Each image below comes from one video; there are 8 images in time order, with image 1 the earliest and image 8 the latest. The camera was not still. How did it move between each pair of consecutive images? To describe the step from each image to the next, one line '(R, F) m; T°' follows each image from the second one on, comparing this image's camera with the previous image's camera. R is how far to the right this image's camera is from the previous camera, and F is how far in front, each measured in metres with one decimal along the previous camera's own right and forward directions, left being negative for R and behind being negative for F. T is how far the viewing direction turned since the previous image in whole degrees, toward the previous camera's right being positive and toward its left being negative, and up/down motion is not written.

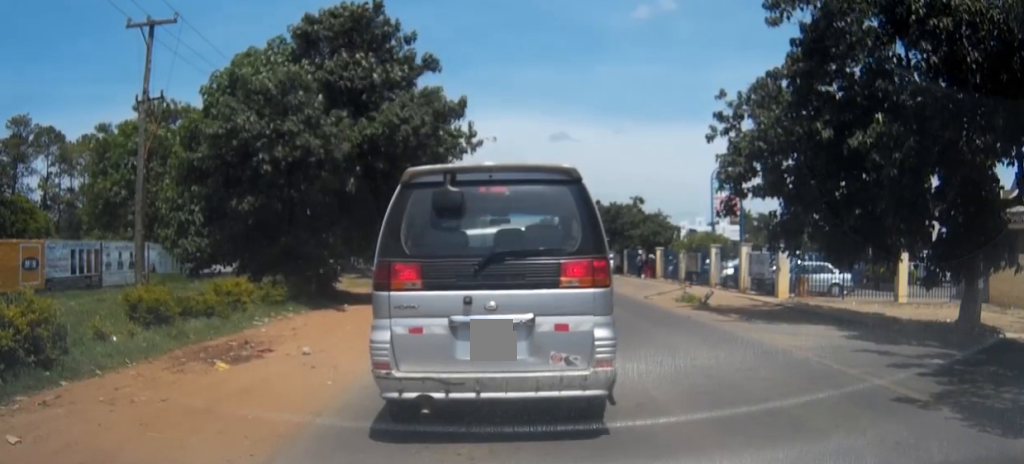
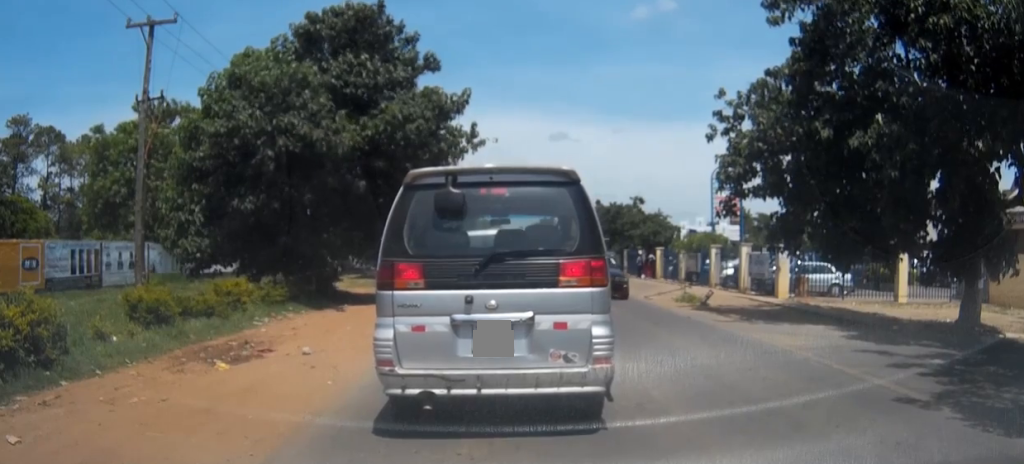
(0.0, 0.0) m; 0°
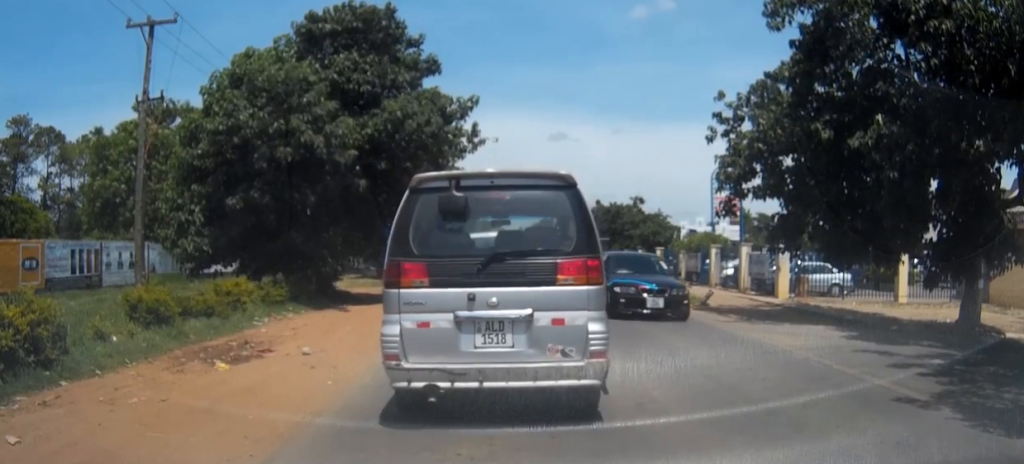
(0.0, 0.0) m; 0°
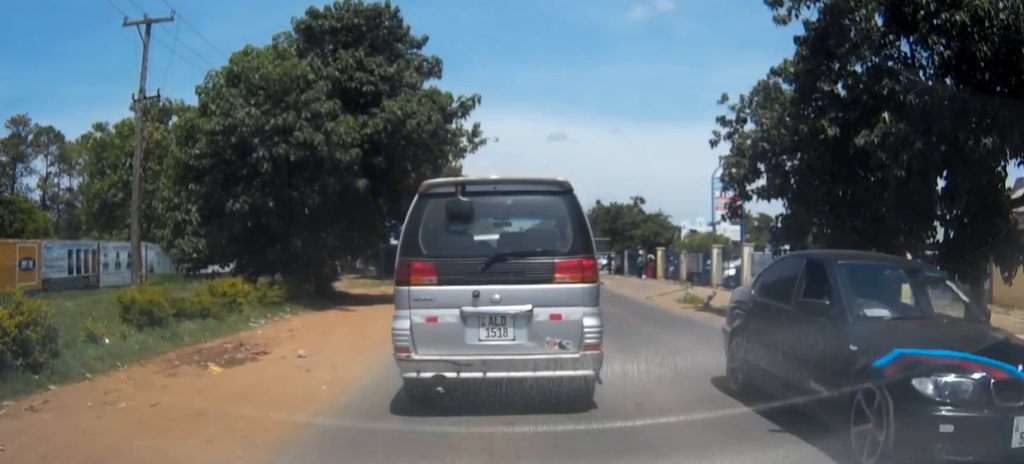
(0.0, 0.0) m; 0°
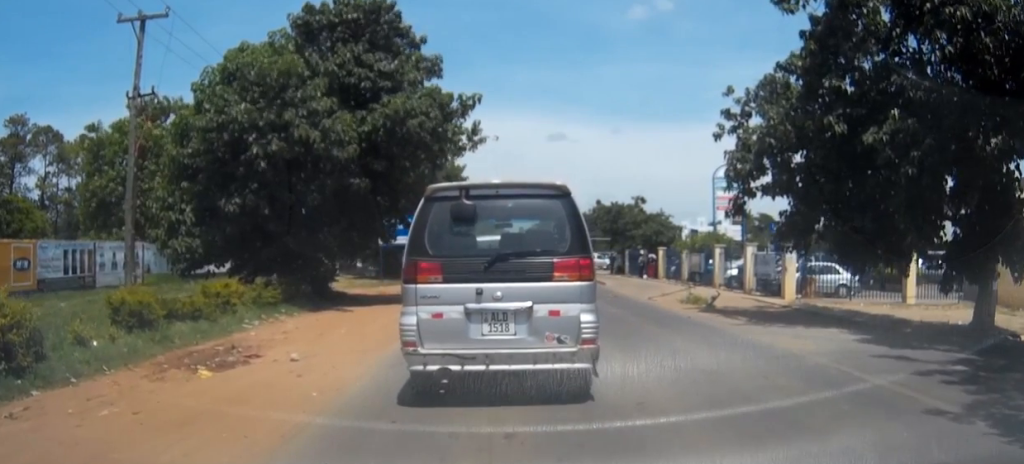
(0.0, 0.0) m; 0°
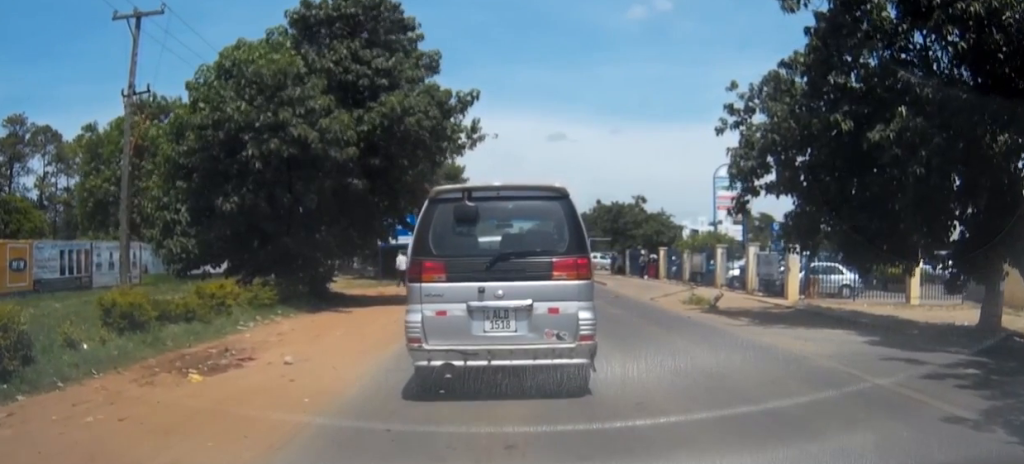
(0.0, +0.1) m; 0°
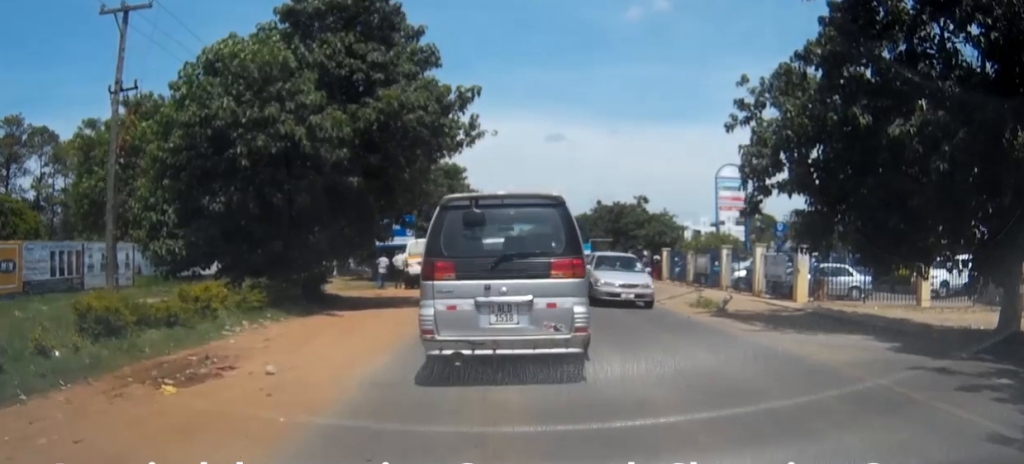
(0.0, +0.7) m; 0°
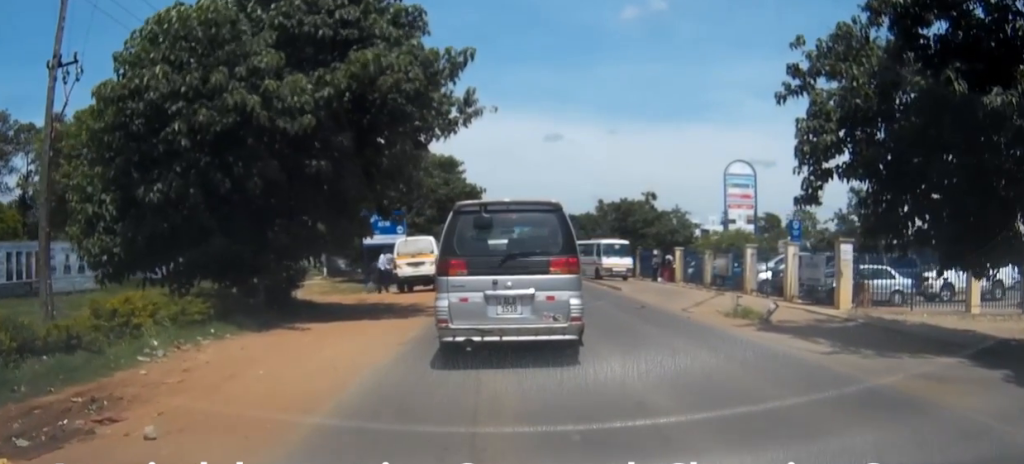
(0.0, +3.6) m; -3°
